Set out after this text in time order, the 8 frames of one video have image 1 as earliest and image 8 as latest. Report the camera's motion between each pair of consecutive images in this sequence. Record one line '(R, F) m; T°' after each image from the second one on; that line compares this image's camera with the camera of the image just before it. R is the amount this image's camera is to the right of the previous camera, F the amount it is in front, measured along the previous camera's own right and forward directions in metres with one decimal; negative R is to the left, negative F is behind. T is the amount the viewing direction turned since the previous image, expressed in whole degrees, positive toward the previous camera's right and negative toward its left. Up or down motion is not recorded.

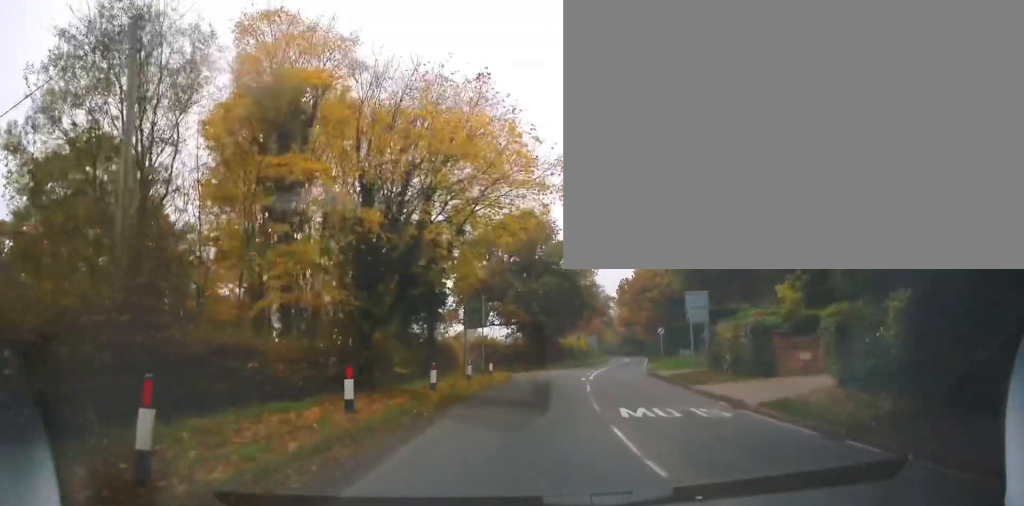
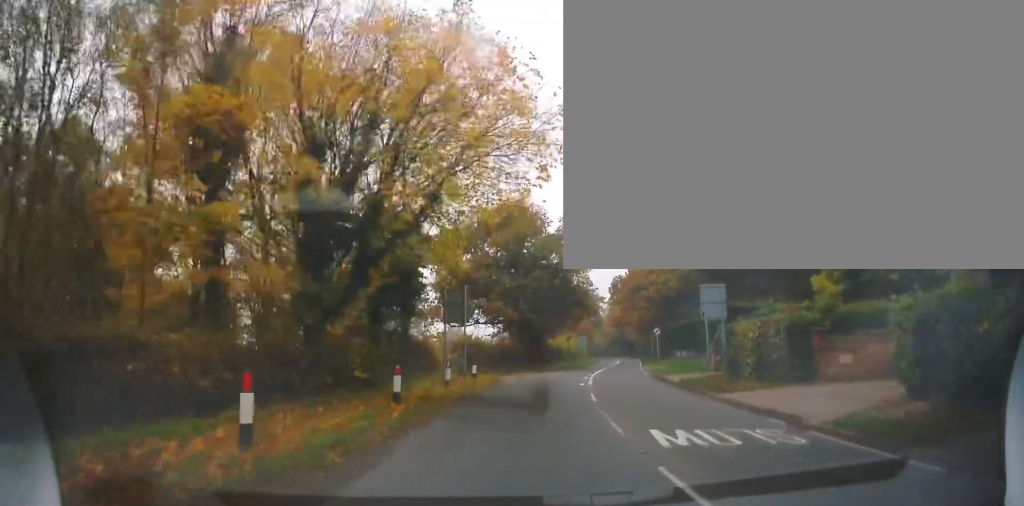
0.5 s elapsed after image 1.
(0.0, +3.9) m; +2°
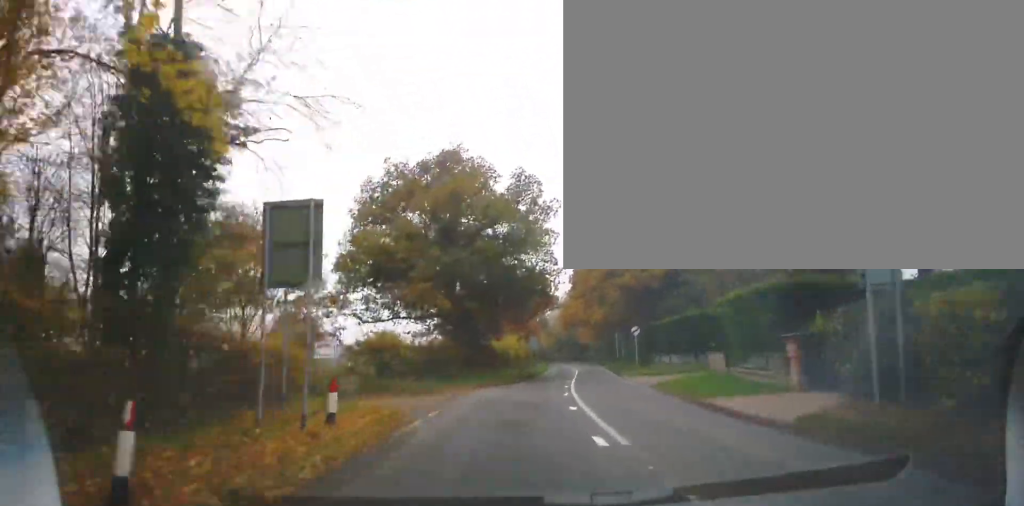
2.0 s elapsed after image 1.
(+0.8, +12.9) m; +7°
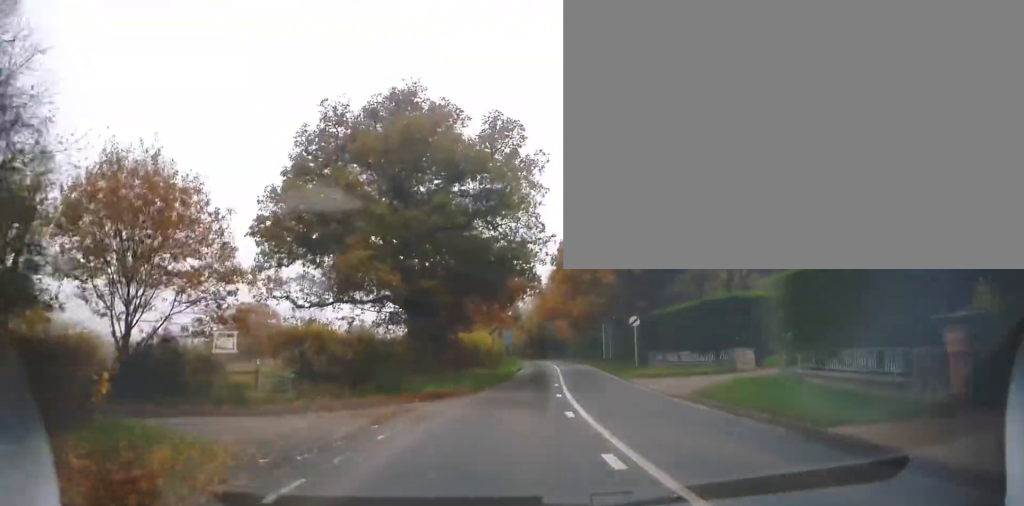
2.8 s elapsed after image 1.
(+0.1, +7.7) m; +1°
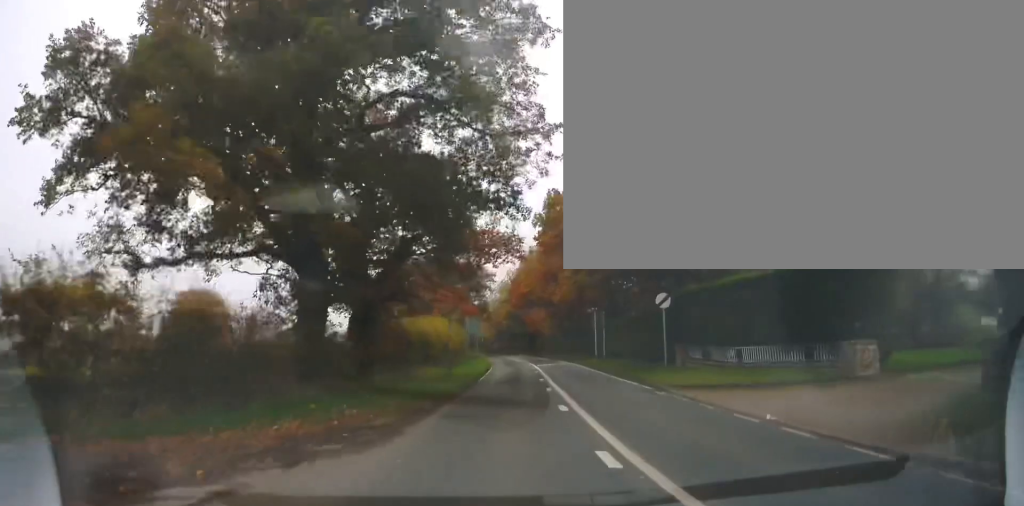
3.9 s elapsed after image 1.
(+0.1, +11.7) m; +4°
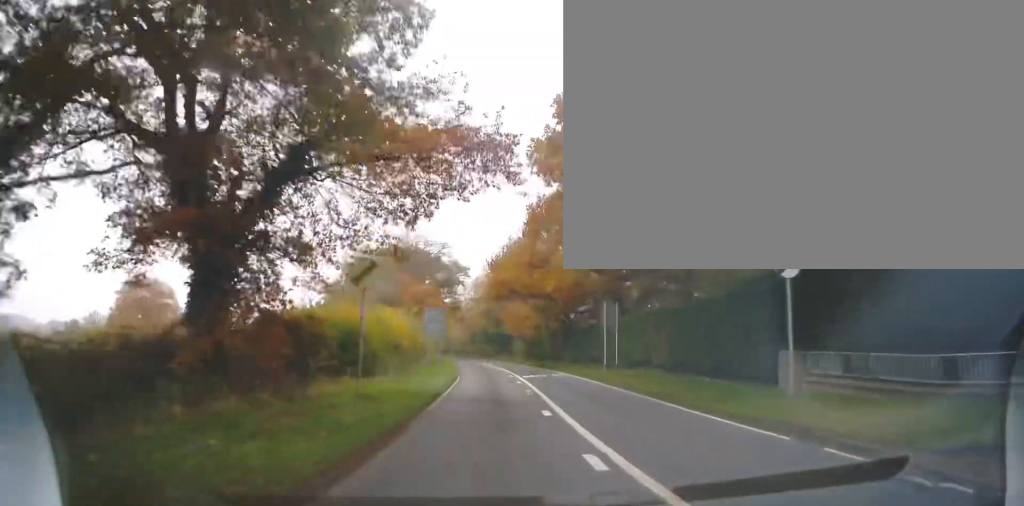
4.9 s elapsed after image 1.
(+0.6, +11.7) m; +4°
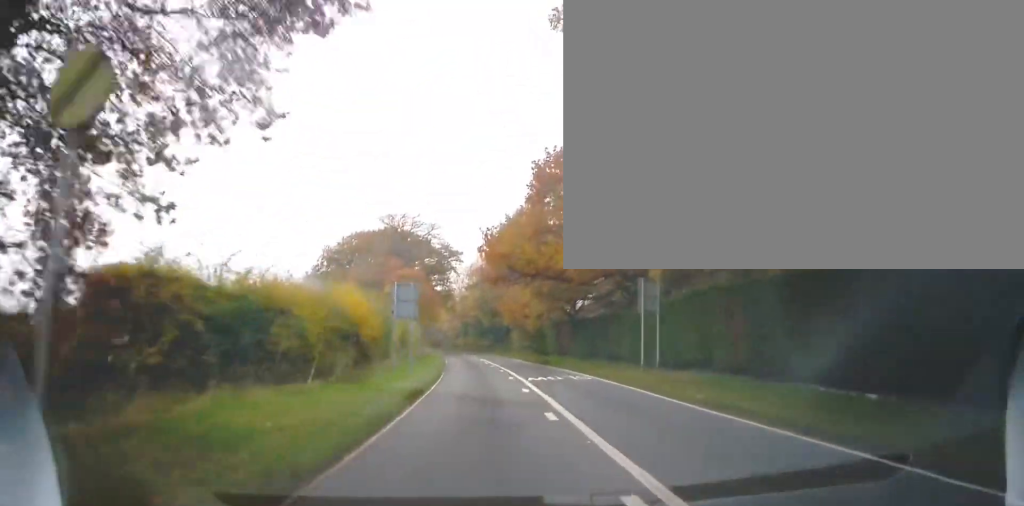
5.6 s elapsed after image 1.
(+0.1, +8.4) m; +1°
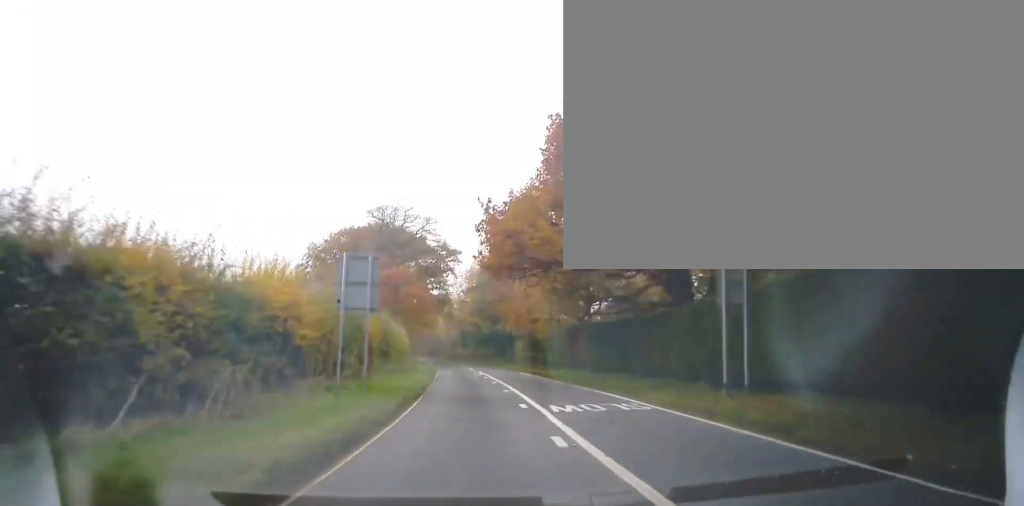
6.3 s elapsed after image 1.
(0.0, +7.8) m; 0°
